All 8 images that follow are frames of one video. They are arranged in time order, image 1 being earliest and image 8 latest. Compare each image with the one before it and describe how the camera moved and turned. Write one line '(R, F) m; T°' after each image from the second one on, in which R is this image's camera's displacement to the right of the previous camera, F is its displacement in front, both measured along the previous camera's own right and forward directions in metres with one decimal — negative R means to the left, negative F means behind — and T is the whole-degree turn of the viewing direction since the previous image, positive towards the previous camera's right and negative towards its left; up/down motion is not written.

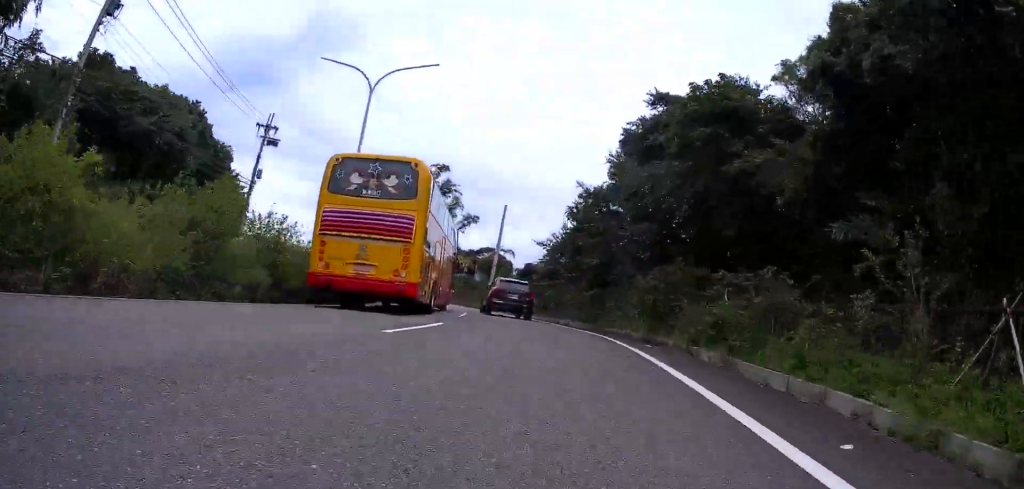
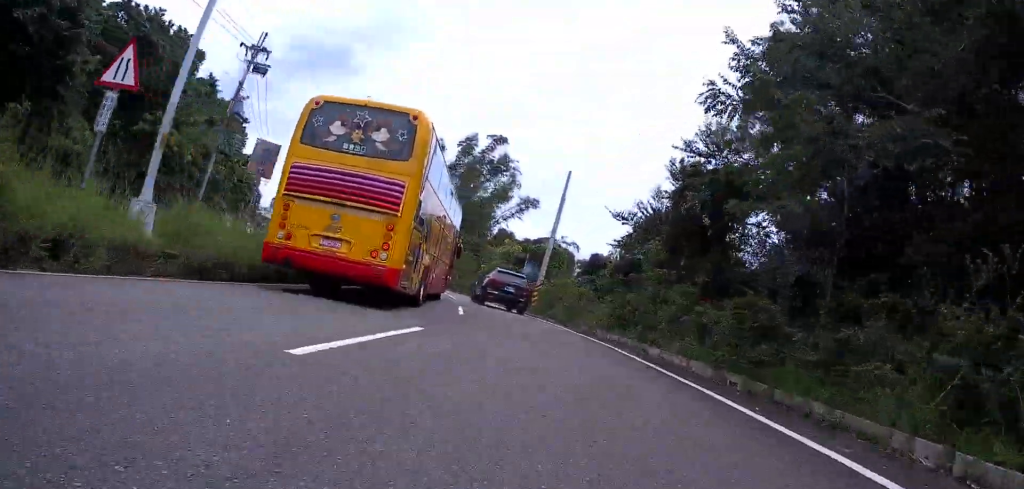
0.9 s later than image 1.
(-1.0, +13.5) m; -9°
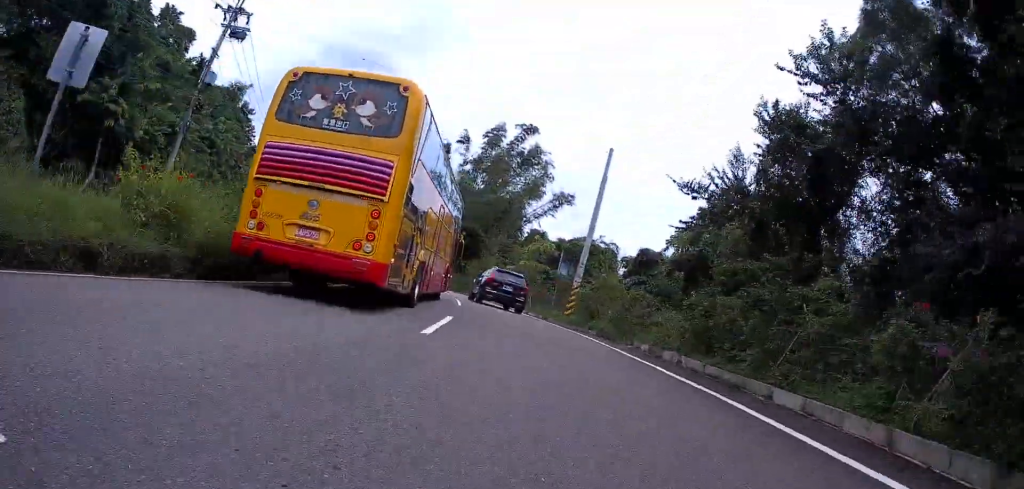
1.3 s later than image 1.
(-0.6, +6.8) m; -3°
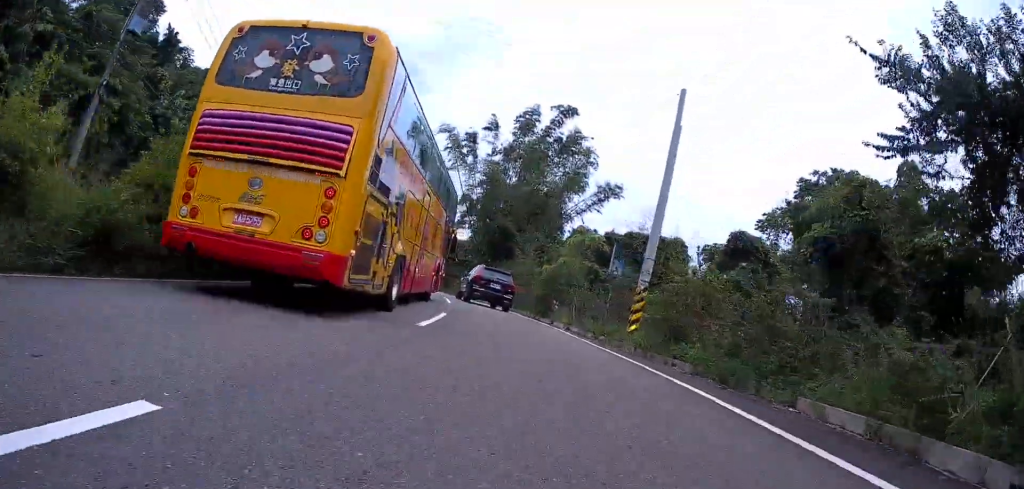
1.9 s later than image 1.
(-0.3, +9.3) m; -2°
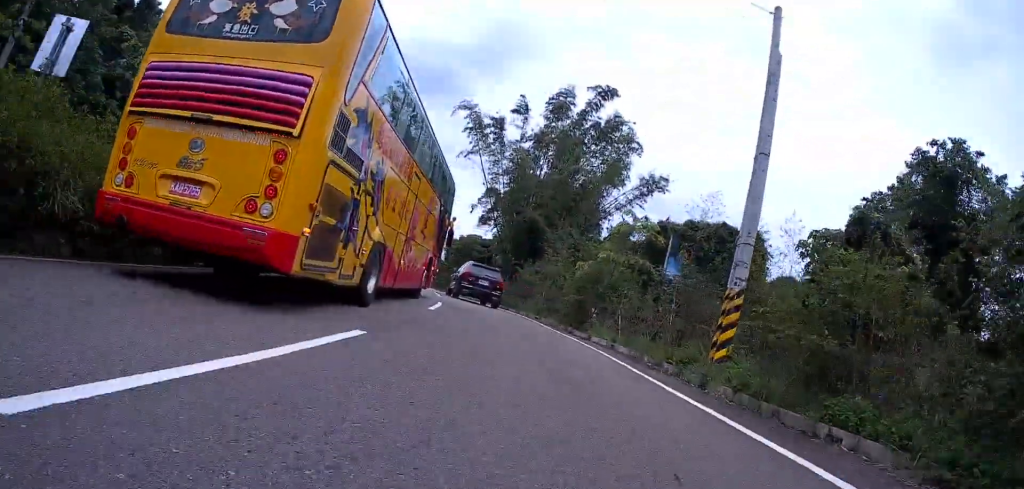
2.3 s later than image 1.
(0.0, +6.7) m; 0°
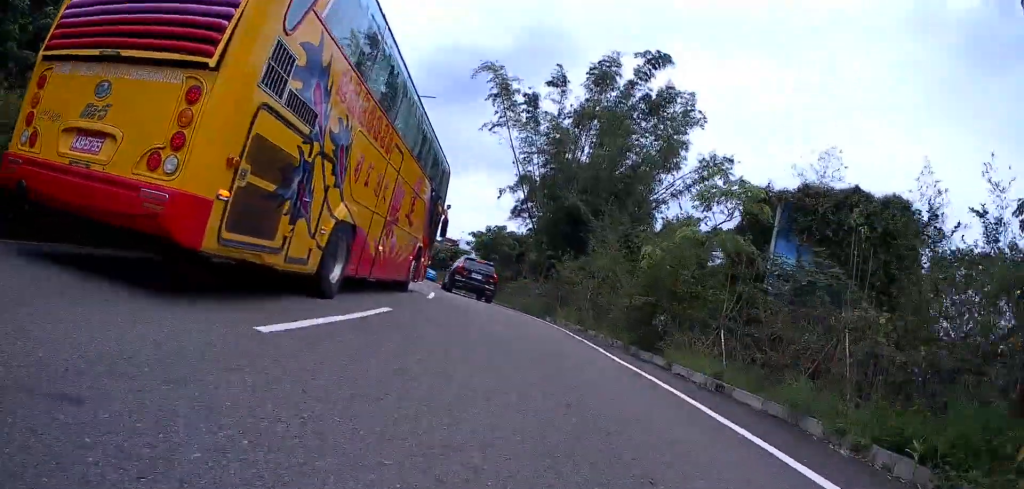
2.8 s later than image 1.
(0.0, +7.7) m; -2°
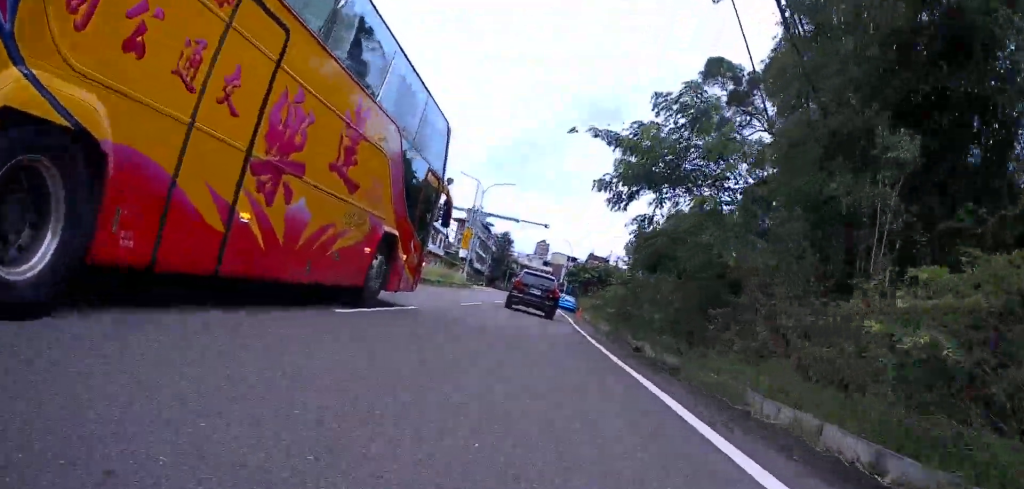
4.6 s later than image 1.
(-3.7, +26.2) m; -16°
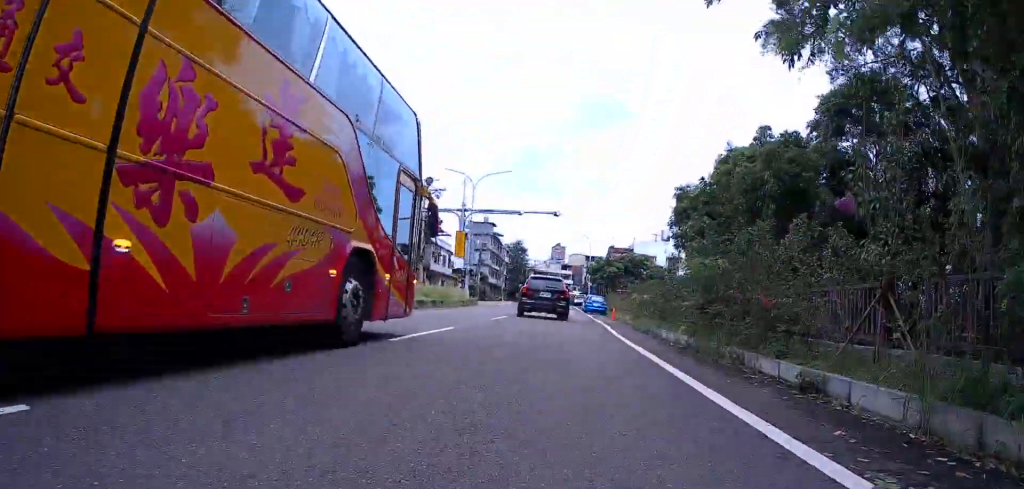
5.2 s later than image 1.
(-0.1, +8.6) m; 0°
